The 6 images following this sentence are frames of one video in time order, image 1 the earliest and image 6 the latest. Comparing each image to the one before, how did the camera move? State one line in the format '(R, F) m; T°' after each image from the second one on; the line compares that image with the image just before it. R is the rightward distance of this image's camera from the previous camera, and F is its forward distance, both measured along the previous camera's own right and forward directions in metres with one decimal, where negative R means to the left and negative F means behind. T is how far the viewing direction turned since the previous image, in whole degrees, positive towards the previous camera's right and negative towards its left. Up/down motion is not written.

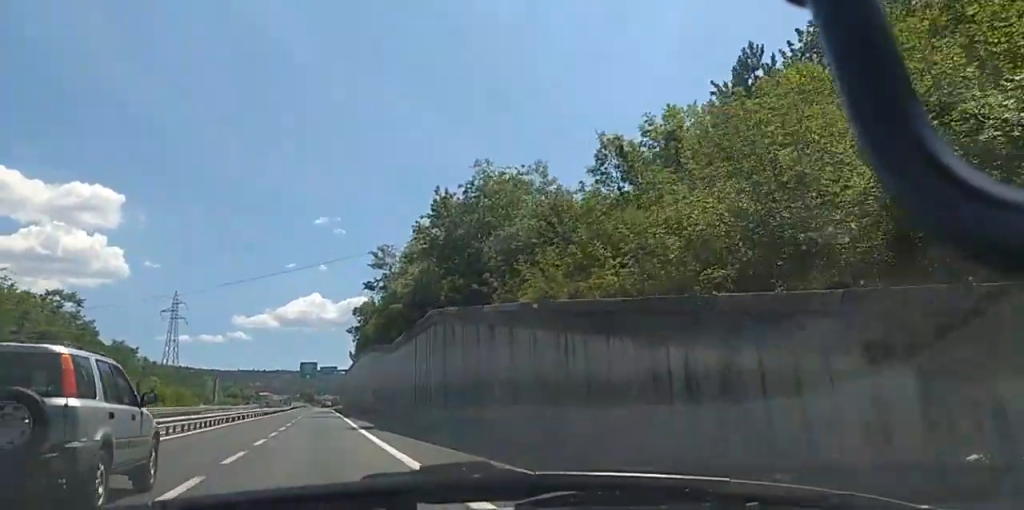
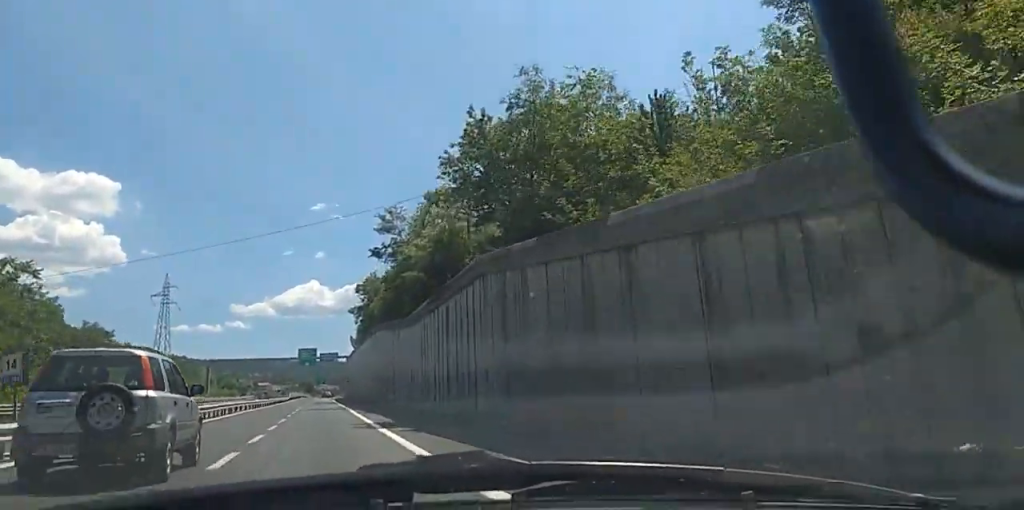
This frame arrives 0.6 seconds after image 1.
(0.0, +11.3) m; 0°
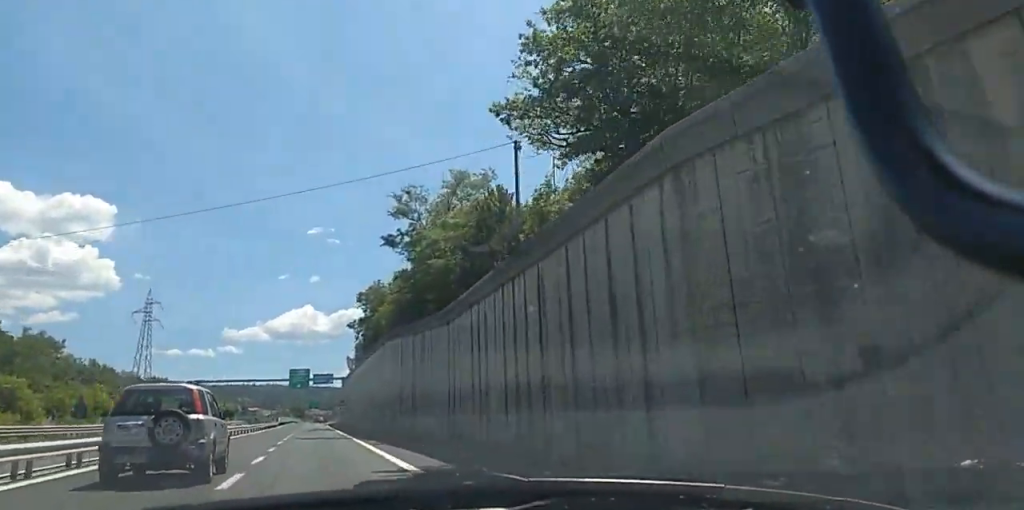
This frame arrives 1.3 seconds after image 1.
(0.0, +14.7) m; 0°
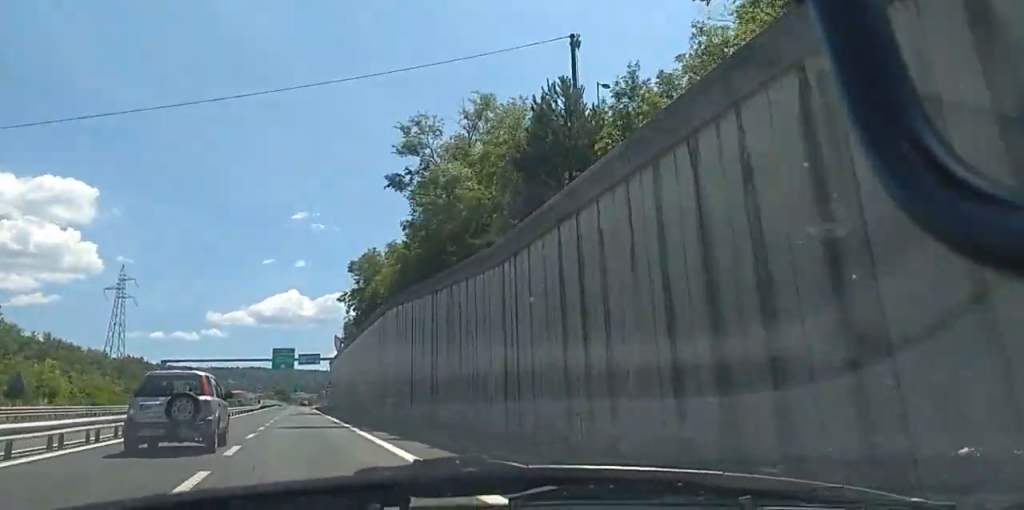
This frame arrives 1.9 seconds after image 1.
(0.0, +11.9) m; 0°
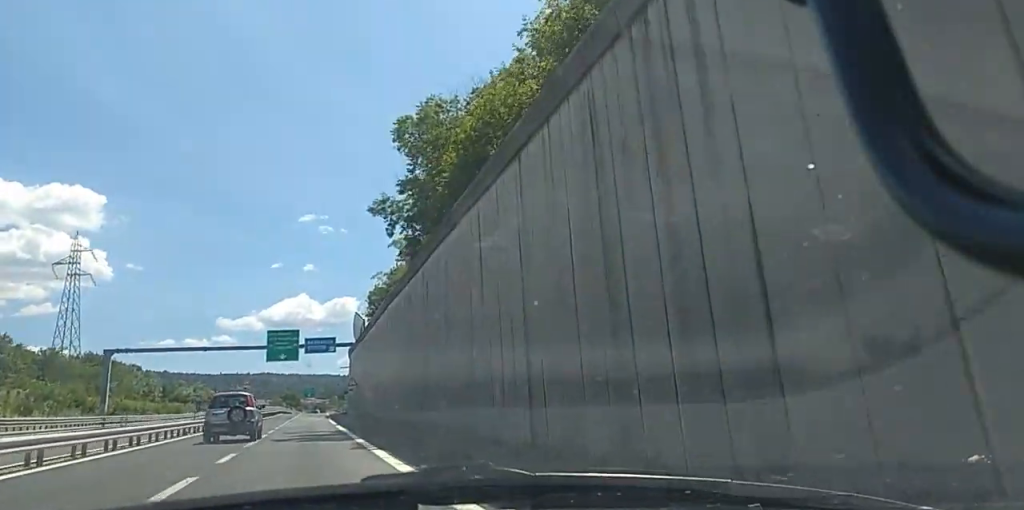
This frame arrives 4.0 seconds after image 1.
(0.0, +43.8) m; 0°
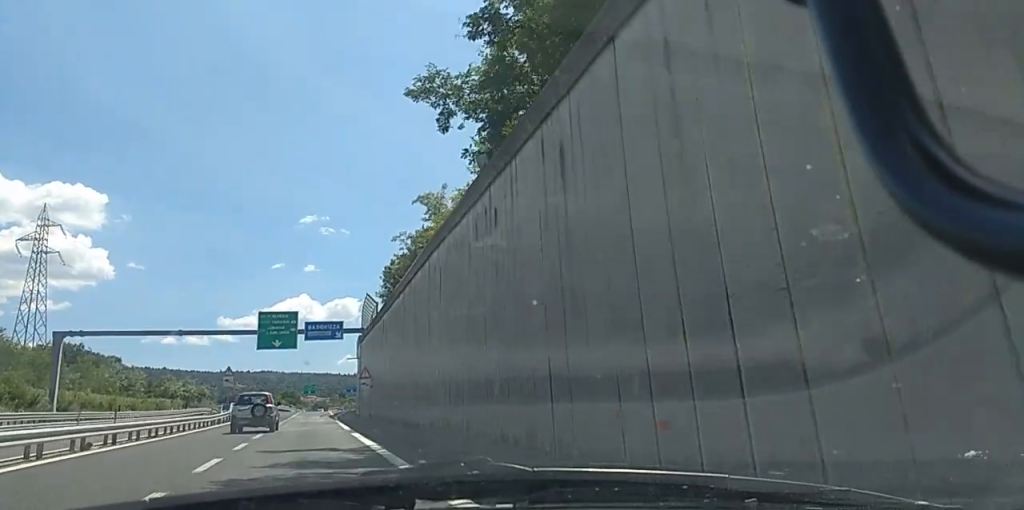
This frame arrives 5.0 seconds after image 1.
(0.0, +18.8) m; -1°
